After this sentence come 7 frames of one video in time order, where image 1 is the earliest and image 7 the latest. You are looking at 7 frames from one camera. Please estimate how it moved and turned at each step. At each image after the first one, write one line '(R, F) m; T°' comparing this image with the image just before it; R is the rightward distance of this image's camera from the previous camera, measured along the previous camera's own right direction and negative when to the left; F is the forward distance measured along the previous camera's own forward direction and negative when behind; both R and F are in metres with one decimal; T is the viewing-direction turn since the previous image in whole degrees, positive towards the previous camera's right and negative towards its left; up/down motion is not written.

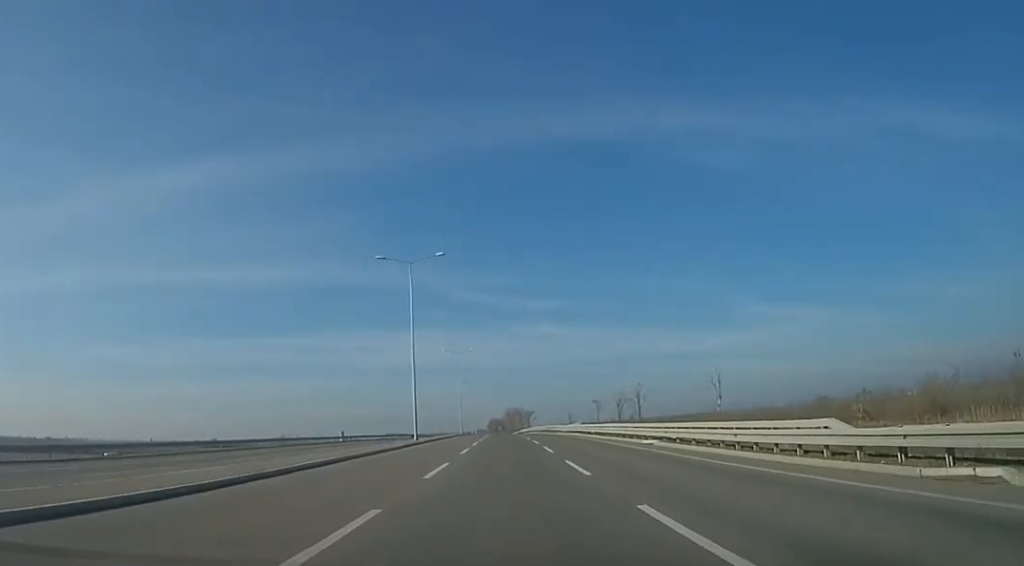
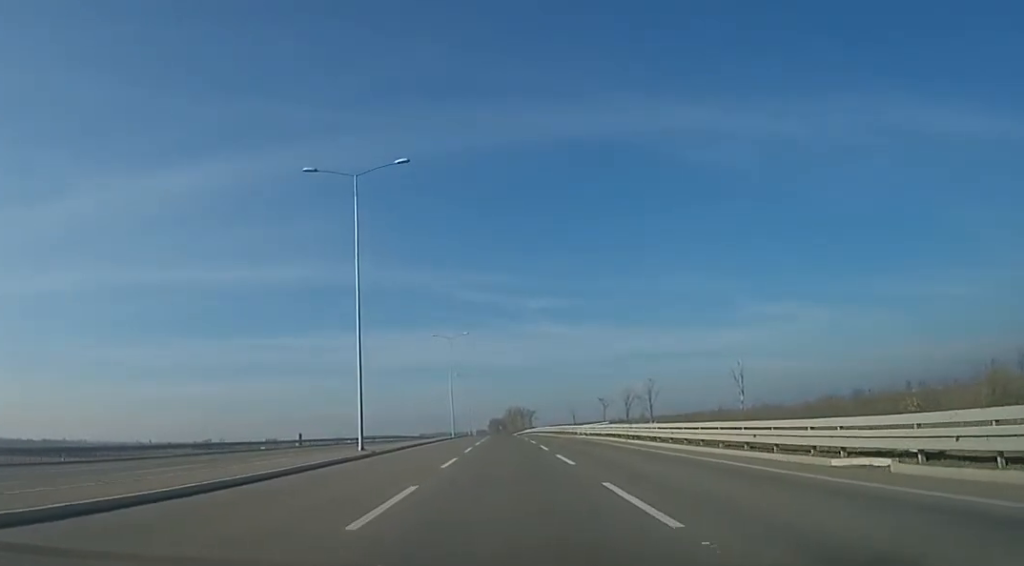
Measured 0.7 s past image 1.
(0.0, +17.1) m; 0°
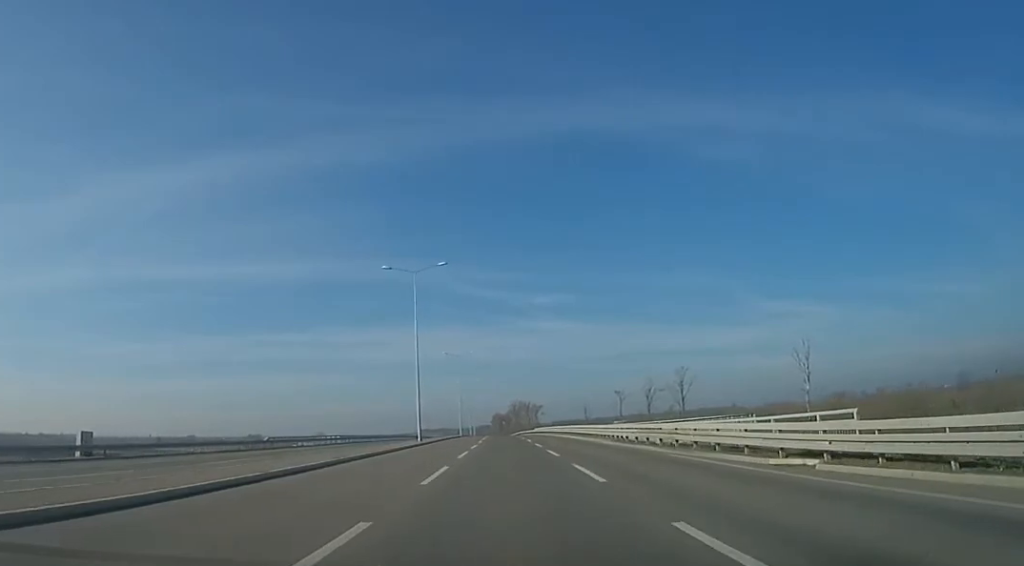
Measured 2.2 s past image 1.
(0.0, +34.9) m; 0°
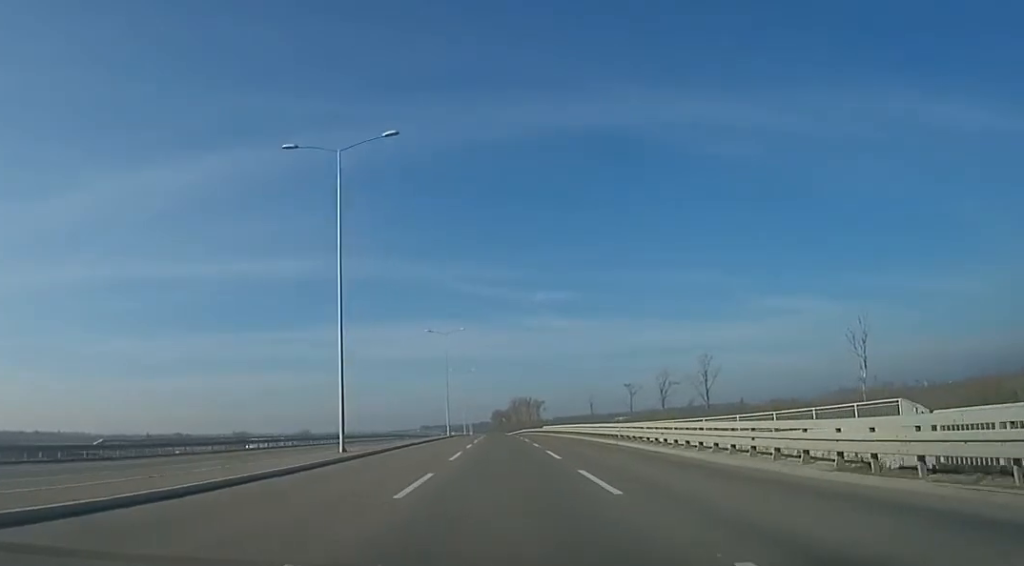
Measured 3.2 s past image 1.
(0.0, +22.1) m; 0°
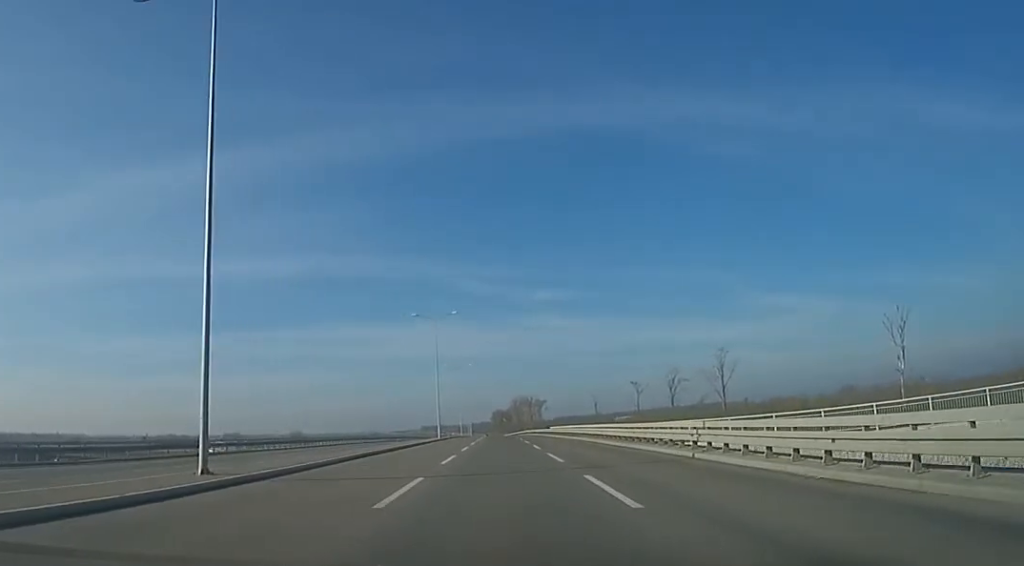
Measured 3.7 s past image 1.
(0.0, +11.6) m; 0°
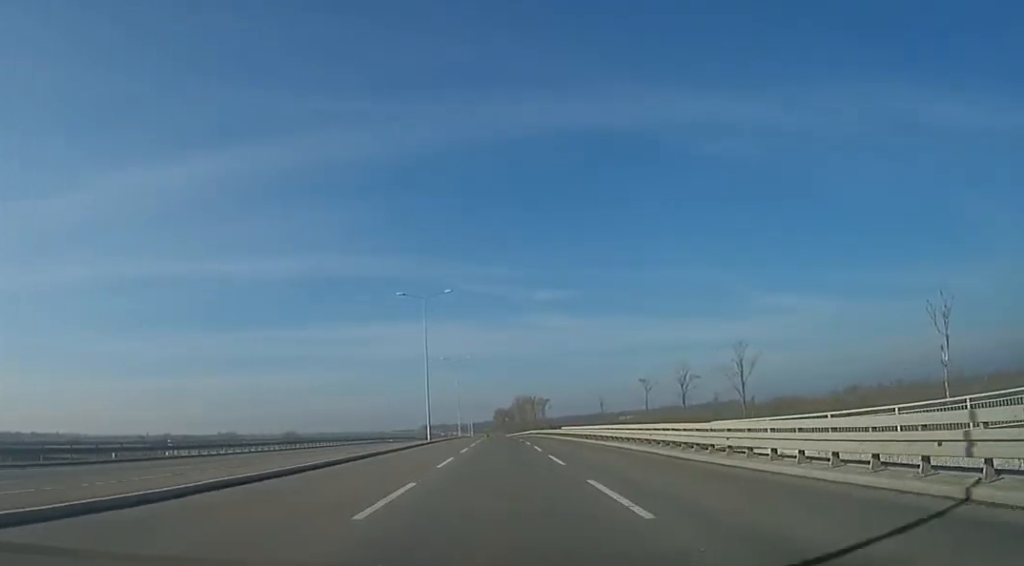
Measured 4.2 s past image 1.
(0.0, +10.9) m; 0°
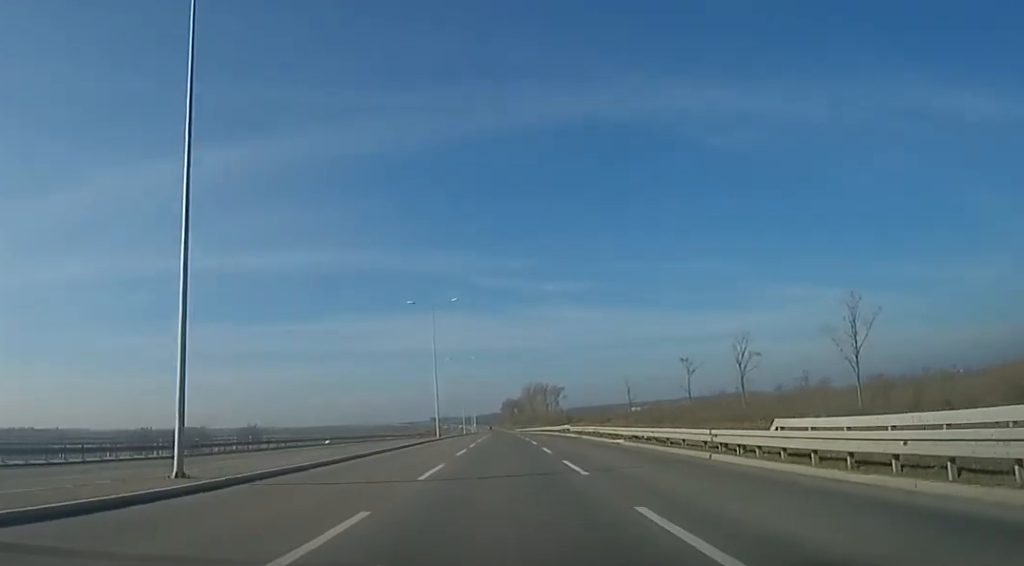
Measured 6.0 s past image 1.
(0.0, +44.3) m; 0°
